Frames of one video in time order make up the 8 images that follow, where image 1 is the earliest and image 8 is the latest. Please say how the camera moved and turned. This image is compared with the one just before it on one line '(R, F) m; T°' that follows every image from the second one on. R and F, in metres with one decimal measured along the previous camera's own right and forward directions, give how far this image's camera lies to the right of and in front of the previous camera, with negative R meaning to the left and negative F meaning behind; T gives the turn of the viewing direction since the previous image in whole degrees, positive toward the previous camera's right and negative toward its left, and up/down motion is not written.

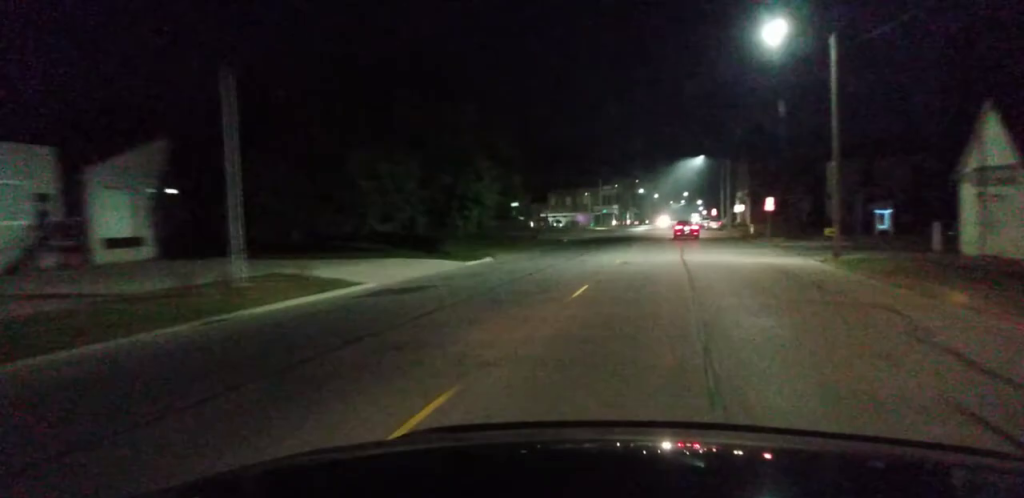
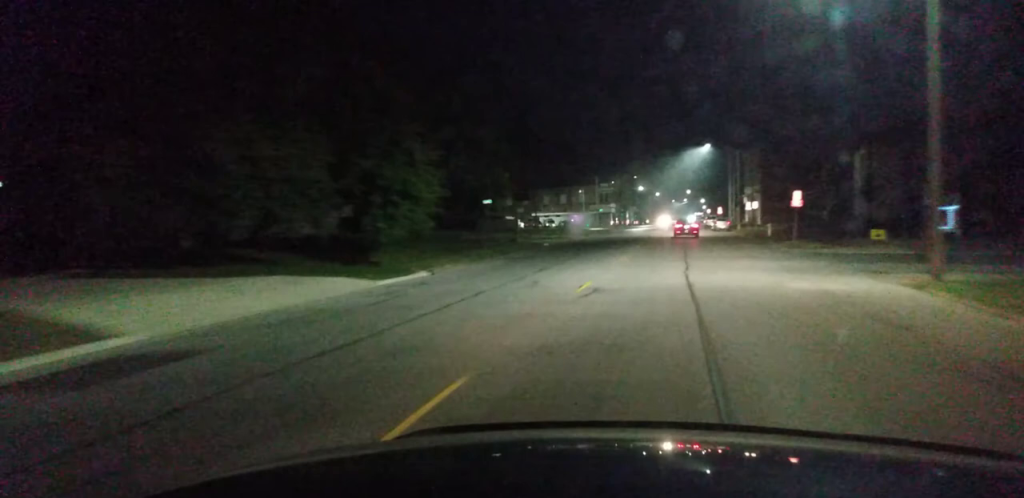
(0.0, +12.6) m; -2°
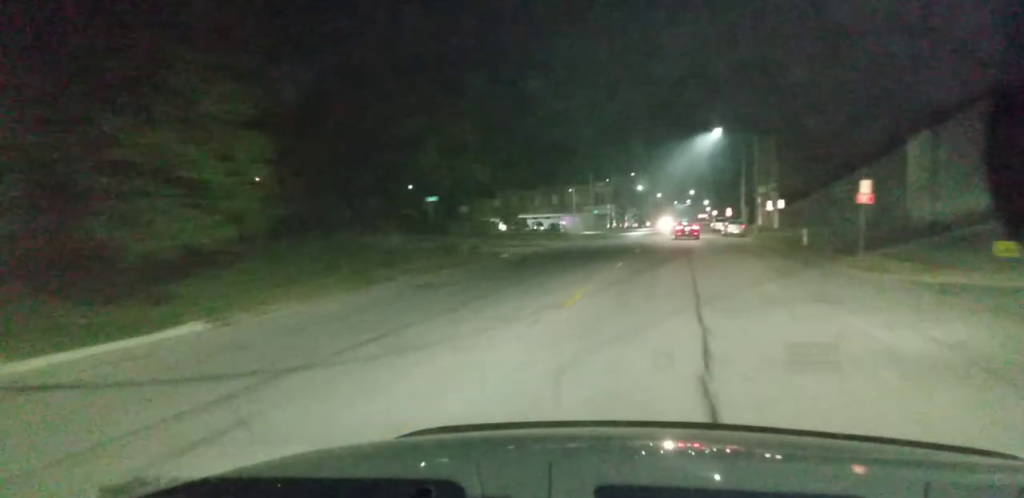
(-0.5, +15.1) m; -1°
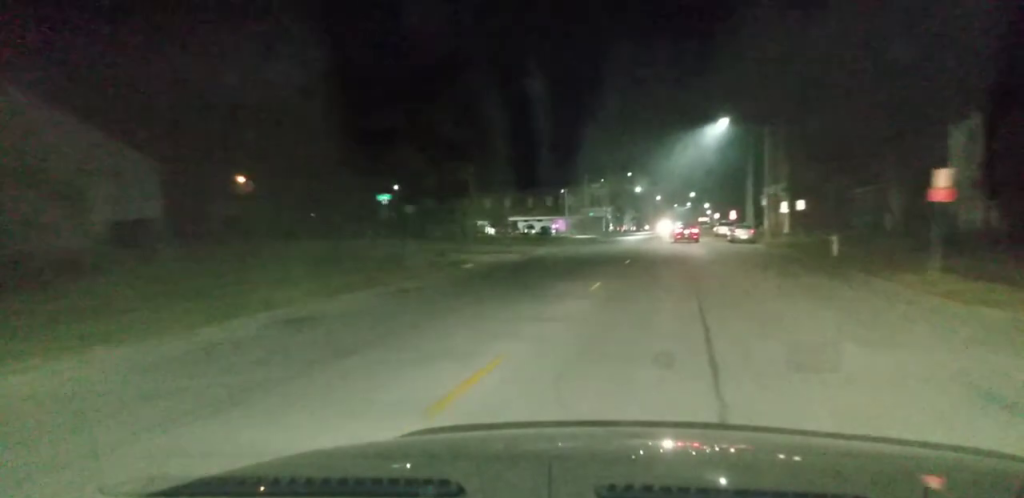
(0.0, +8.8) m; +1°
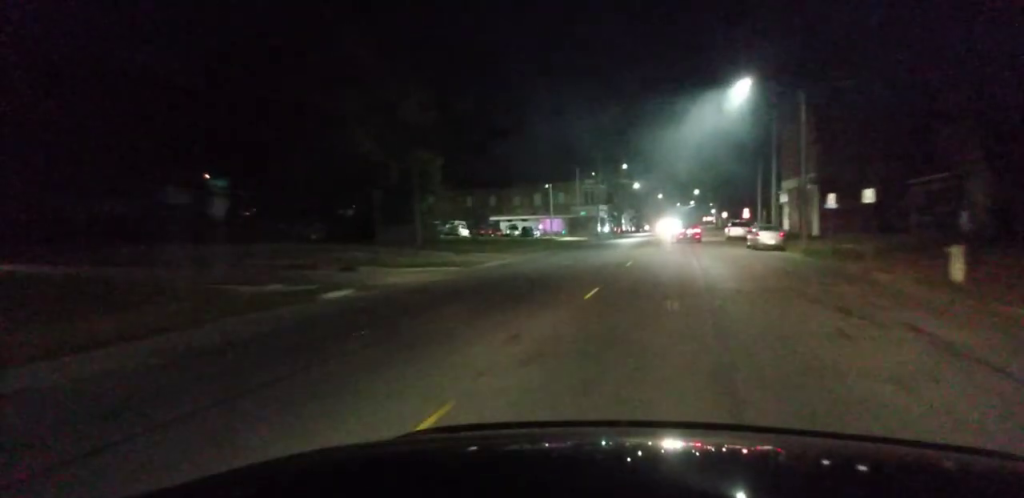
(+0.4, +15.1) m; +1°
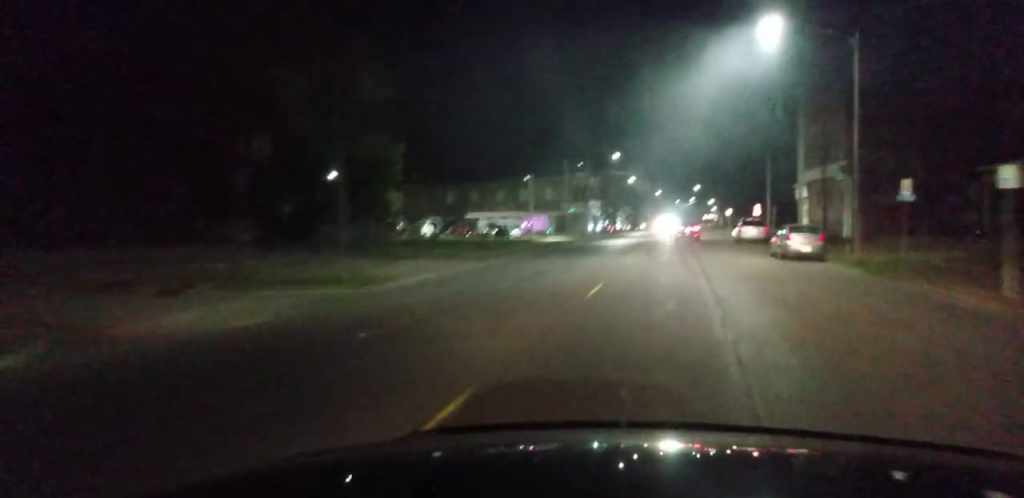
(-0.1, +10.9) m; -1°
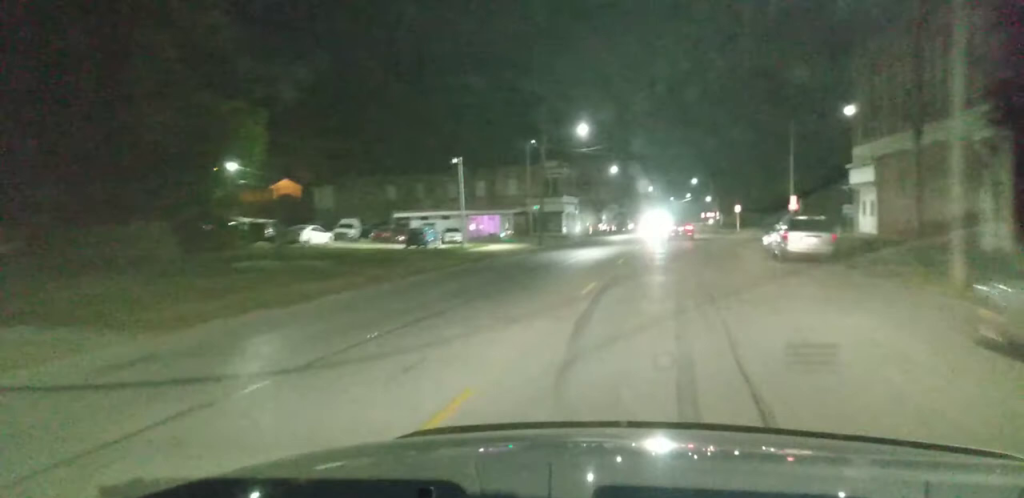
(-0.3, +23.8) m; 0°
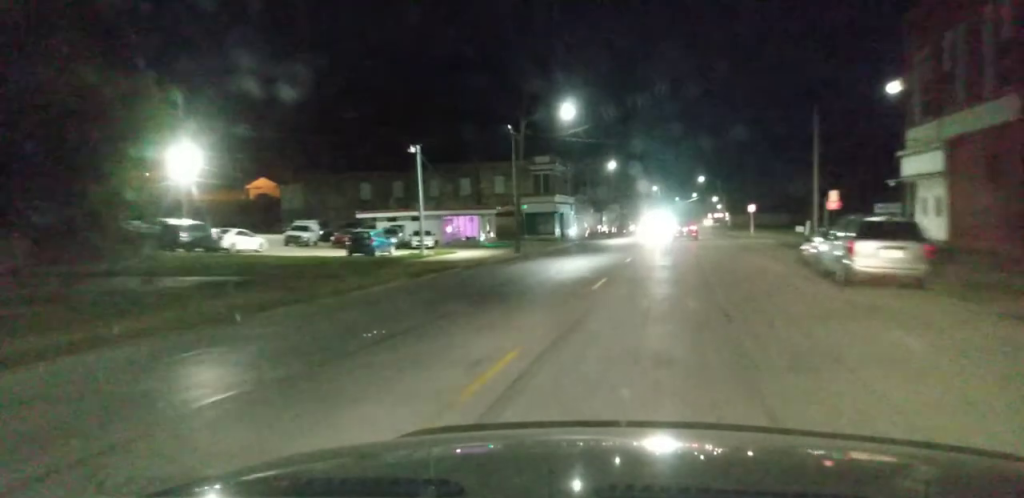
(+0.1, +10.0) m; +1°
